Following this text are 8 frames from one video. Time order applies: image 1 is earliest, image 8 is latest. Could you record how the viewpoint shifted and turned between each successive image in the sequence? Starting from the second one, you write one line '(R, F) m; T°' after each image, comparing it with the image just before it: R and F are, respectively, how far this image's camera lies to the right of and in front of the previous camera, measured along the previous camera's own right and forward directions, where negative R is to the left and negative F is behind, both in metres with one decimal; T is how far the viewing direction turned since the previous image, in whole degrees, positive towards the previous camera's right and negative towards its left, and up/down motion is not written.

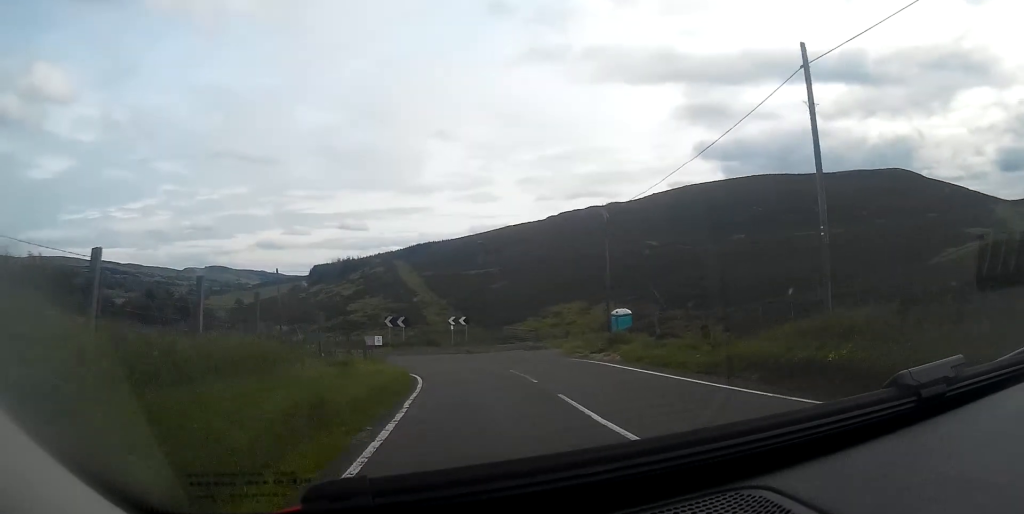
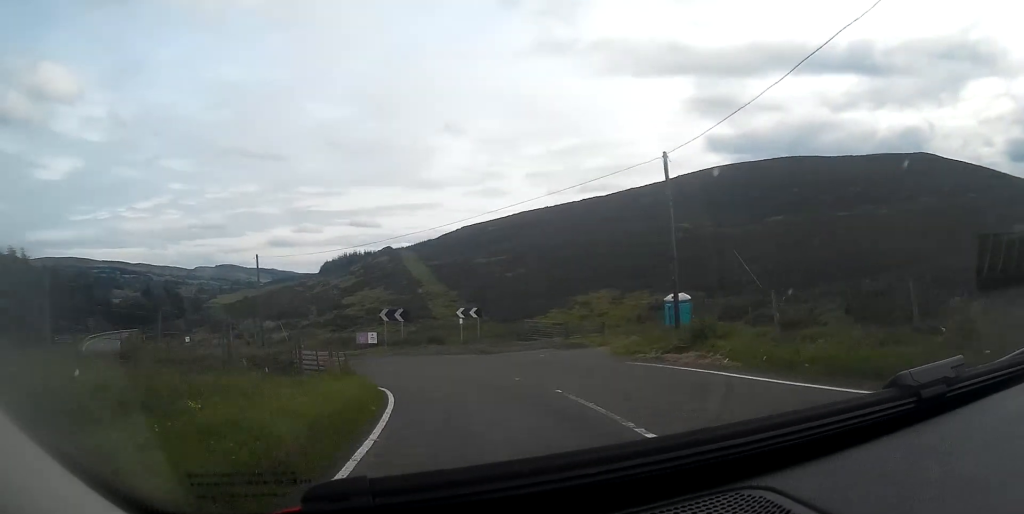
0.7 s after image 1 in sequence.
(-0.1, +8.8) m; -3°
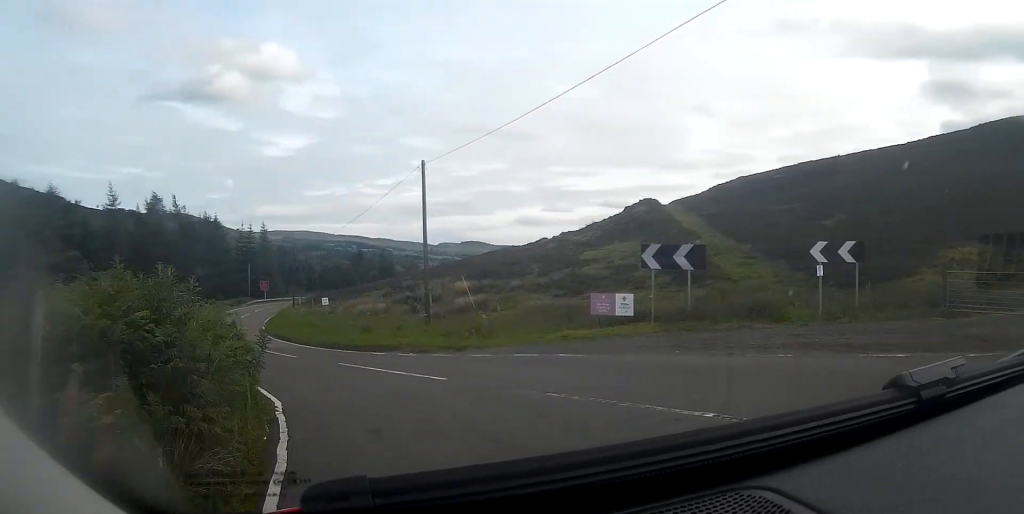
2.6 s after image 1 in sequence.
(-3.3, +23.5) m; -24°
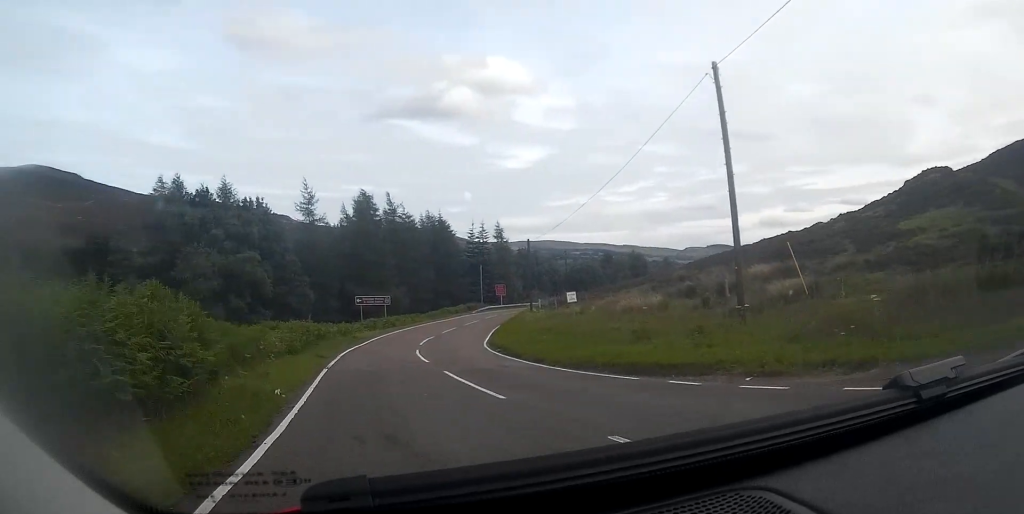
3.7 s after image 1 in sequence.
(-2.5, +12.8) m; -18°
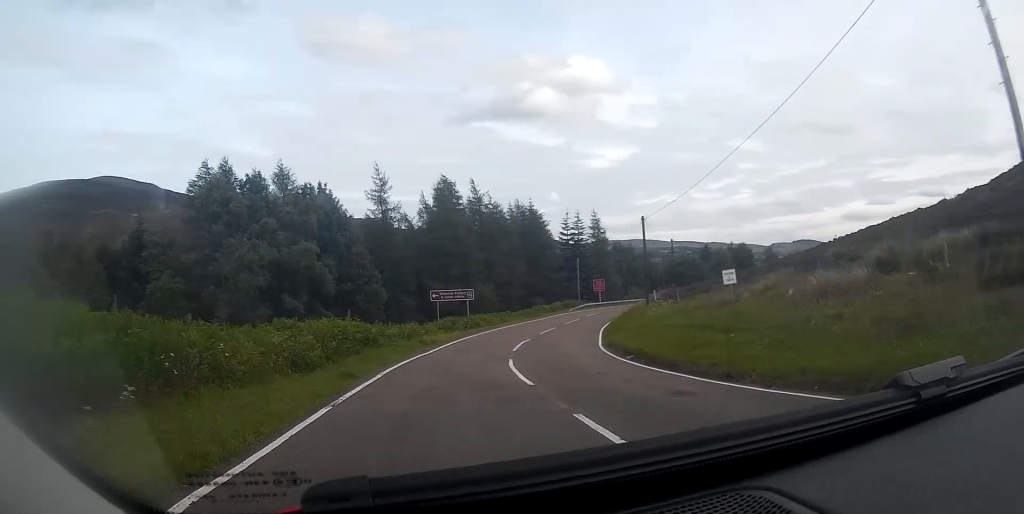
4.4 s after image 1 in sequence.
(-0.7, +9.1) m; -7°
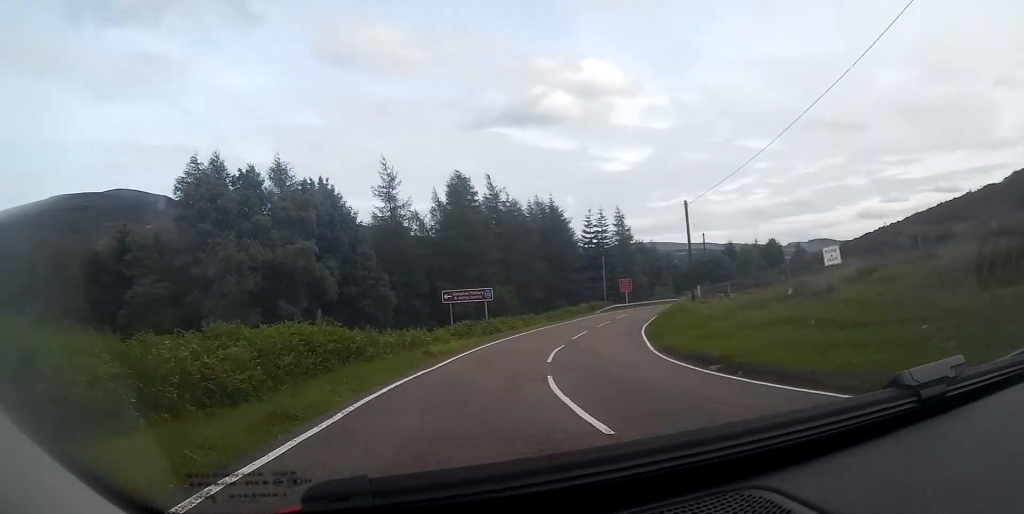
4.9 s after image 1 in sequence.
(-0.4, +5.6) m; -1°
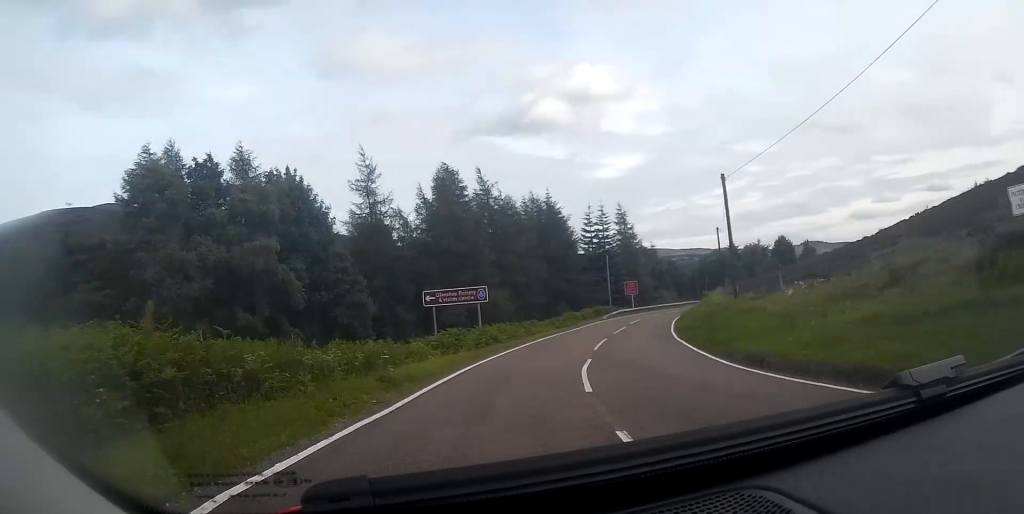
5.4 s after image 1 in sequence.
(-0.3, +6.9) m; 0°
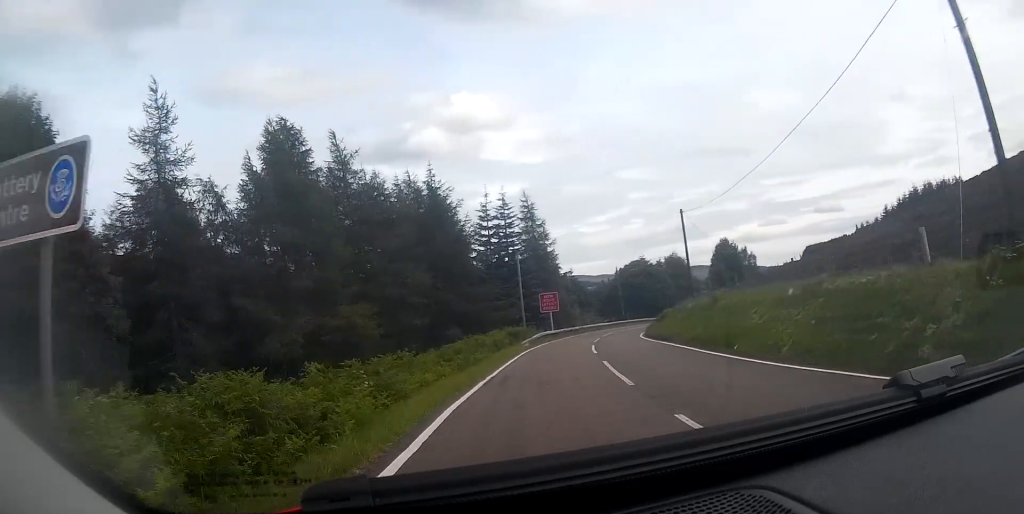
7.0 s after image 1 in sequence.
(+1.3, +20.9) m; +7°
